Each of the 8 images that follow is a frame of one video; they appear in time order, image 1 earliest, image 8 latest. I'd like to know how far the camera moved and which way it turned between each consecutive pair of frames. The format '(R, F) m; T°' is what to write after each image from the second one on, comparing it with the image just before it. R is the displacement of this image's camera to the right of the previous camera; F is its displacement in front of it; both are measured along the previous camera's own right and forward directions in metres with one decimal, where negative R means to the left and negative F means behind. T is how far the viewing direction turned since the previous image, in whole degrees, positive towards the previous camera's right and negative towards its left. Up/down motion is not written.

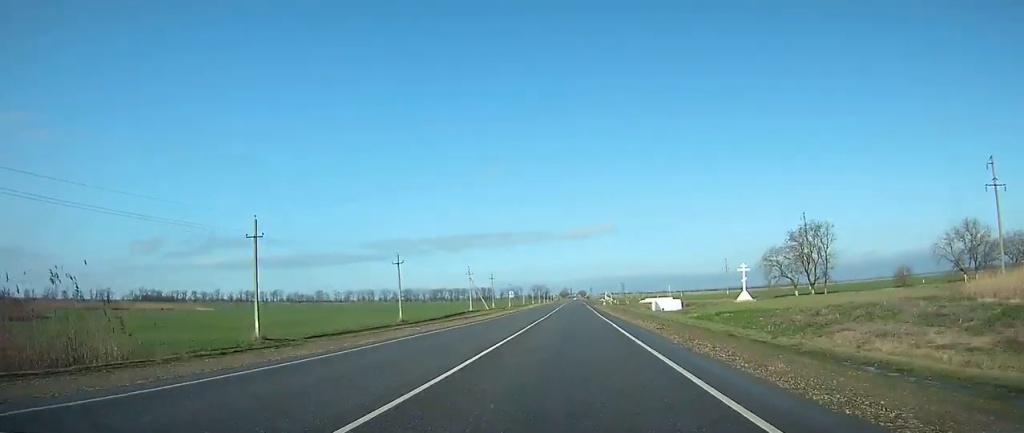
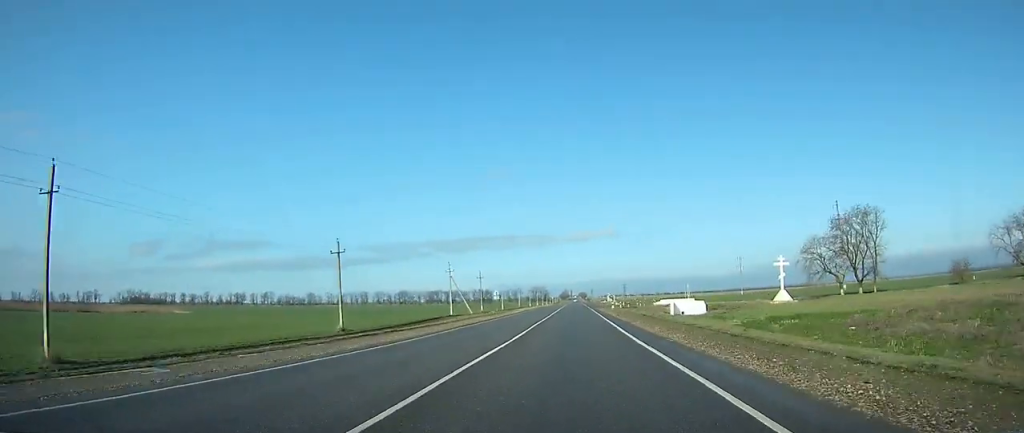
(+0.1, +19.8) m; 0°
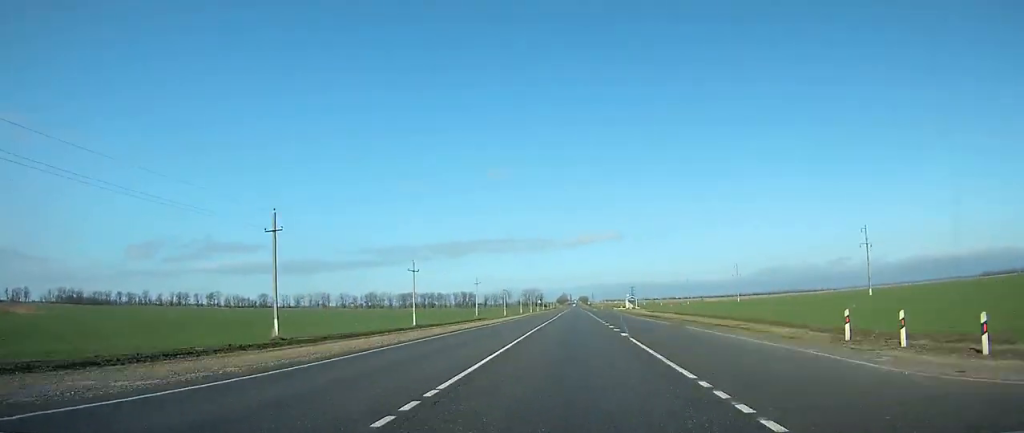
(+0.1, +96.0) m; 0°
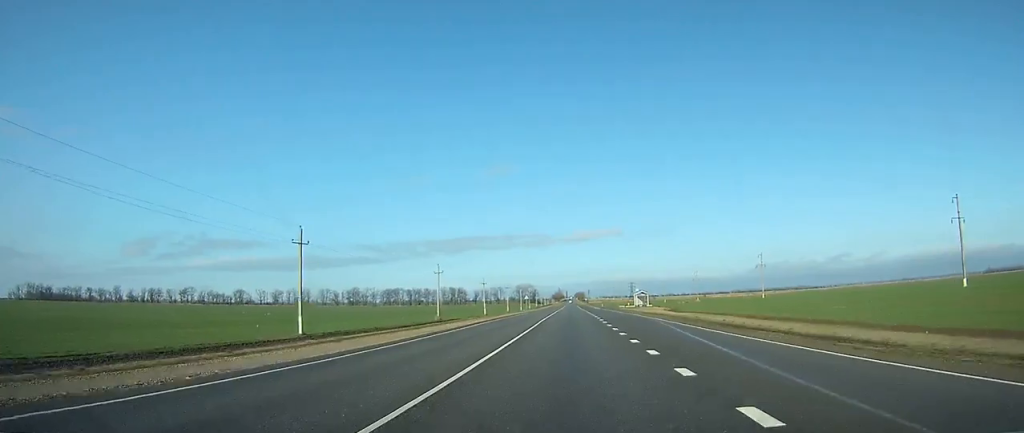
(+0.1, +33.4) m; 0°
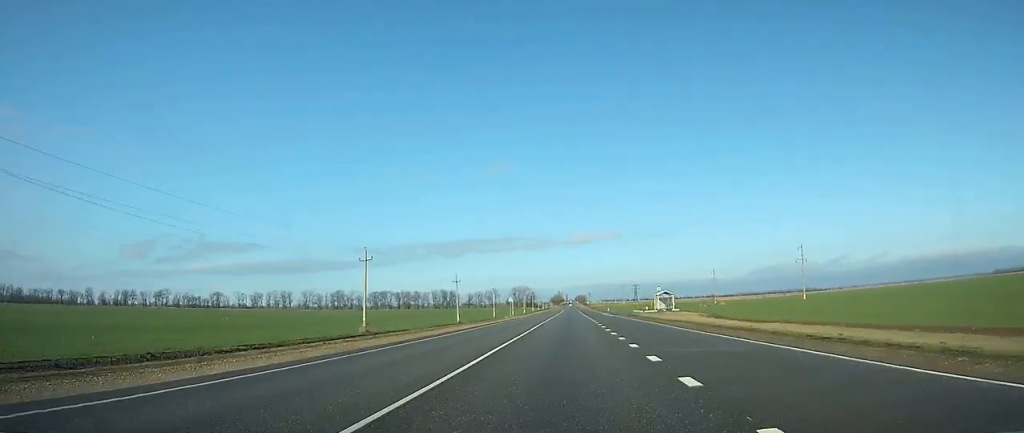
(0.0, +33.9) m; 0°
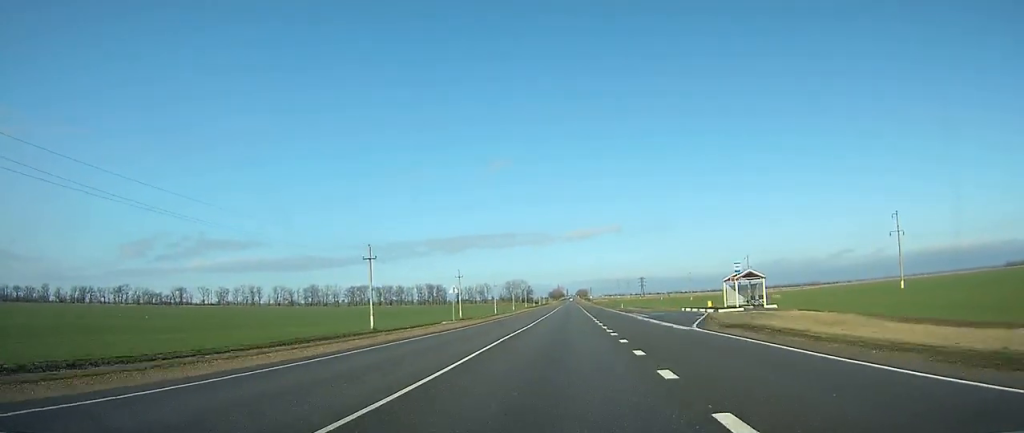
(0.0, +48.1) m; 0°
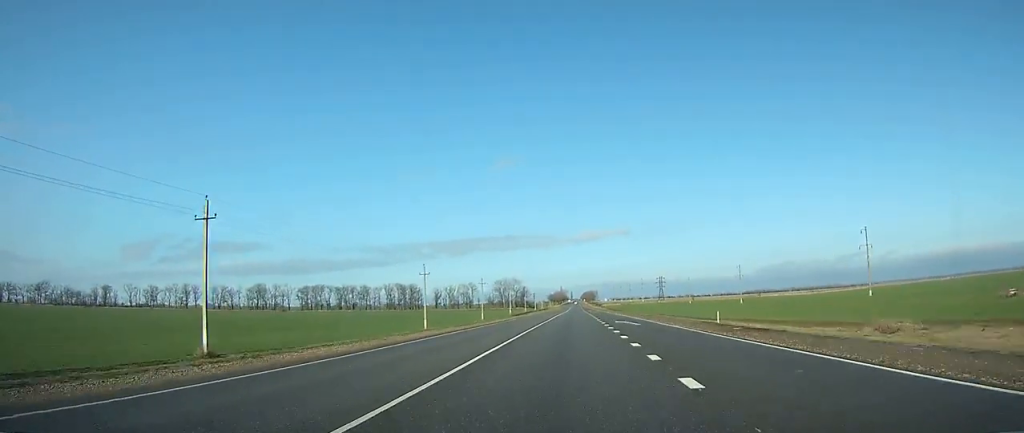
(-0.1, +80.7) m; 0°
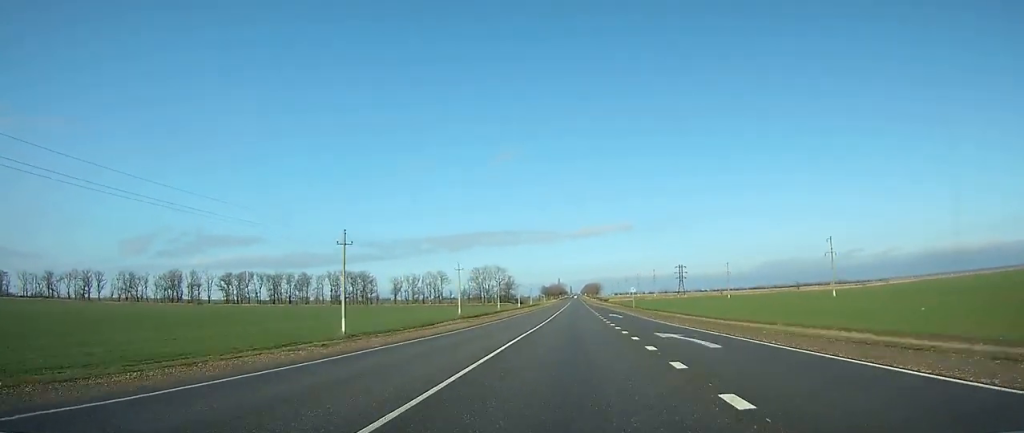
(-0.1, +78.8) m; 0°
